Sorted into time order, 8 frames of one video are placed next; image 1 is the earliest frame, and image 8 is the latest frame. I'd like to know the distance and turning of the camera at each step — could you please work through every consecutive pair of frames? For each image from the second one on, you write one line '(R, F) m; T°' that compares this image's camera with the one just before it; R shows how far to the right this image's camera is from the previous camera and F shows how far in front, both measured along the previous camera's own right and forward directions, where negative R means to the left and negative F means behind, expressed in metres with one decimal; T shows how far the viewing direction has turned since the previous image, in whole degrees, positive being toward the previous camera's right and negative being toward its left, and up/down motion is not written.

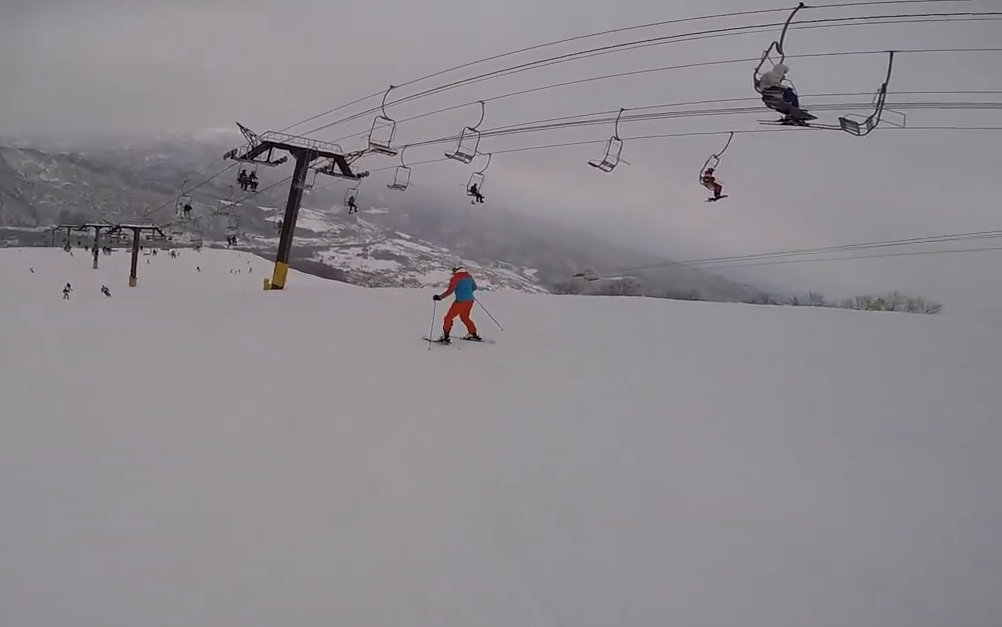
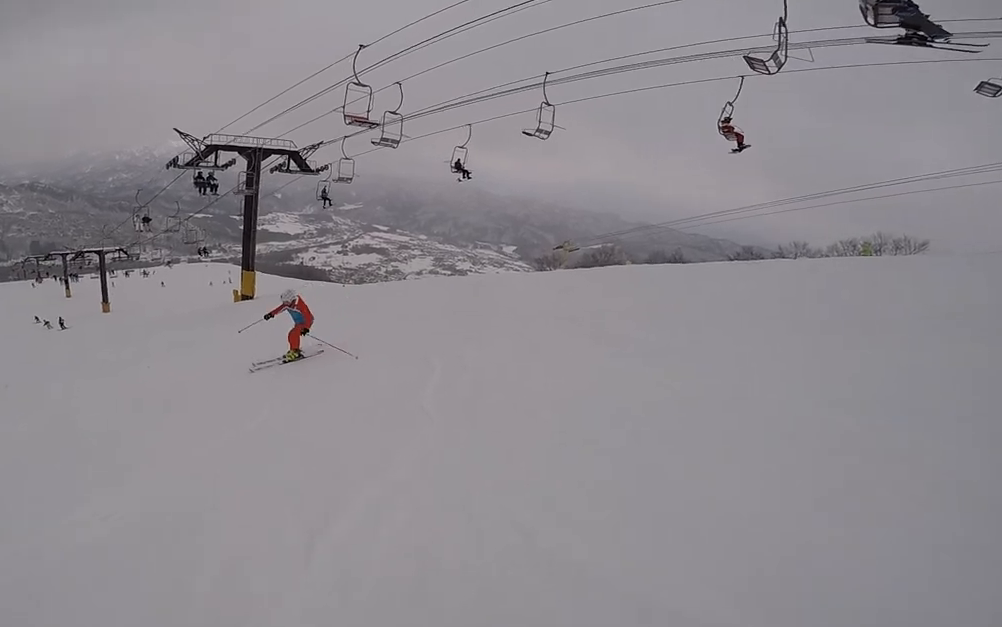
(0.0, +1.8) m; 0°
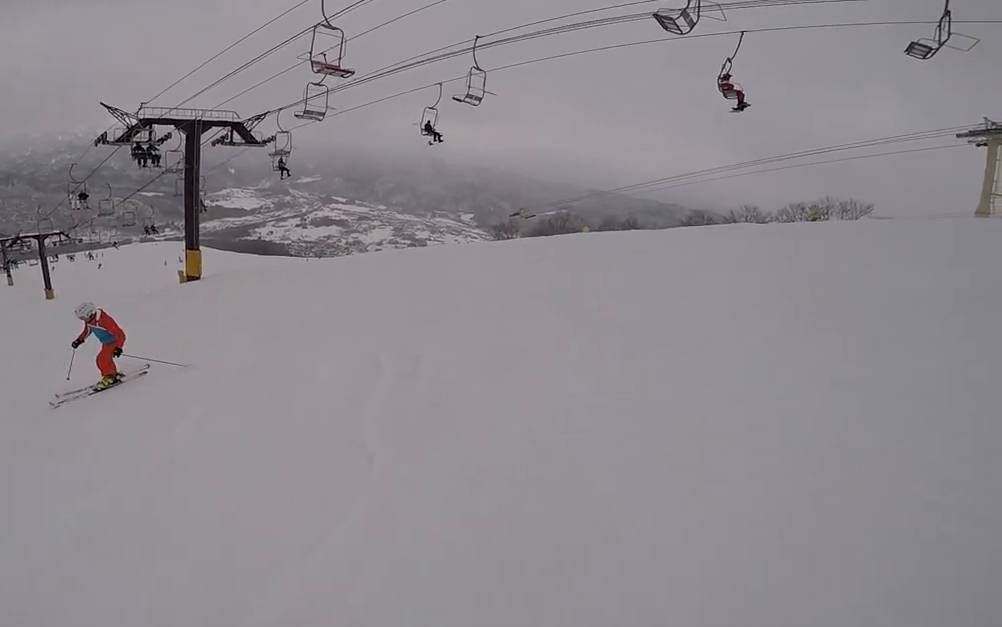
(0.0, +1.4) m; -2°
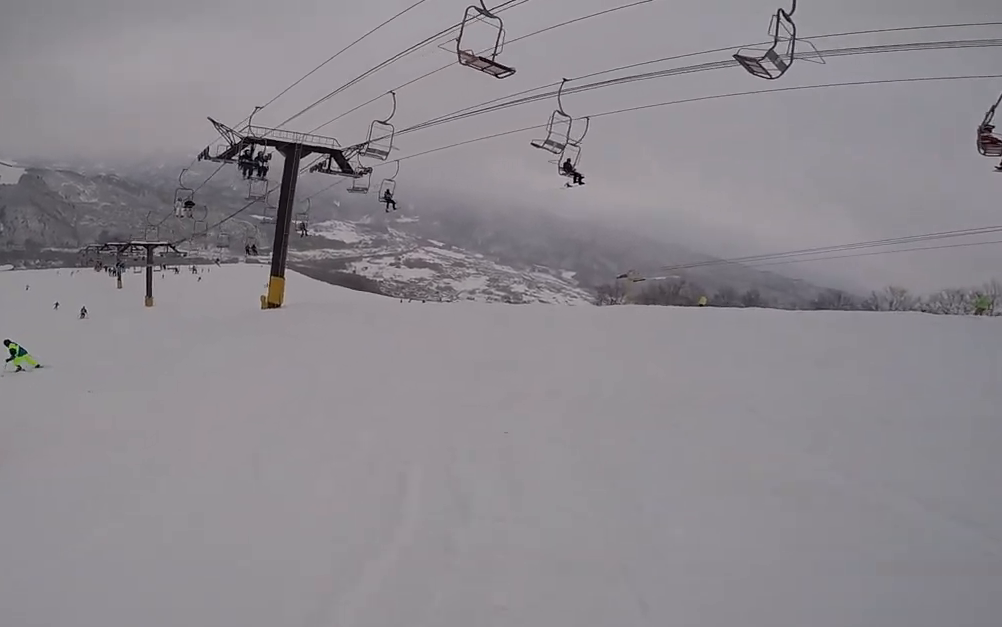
(0.0, +2.1) m; -11°
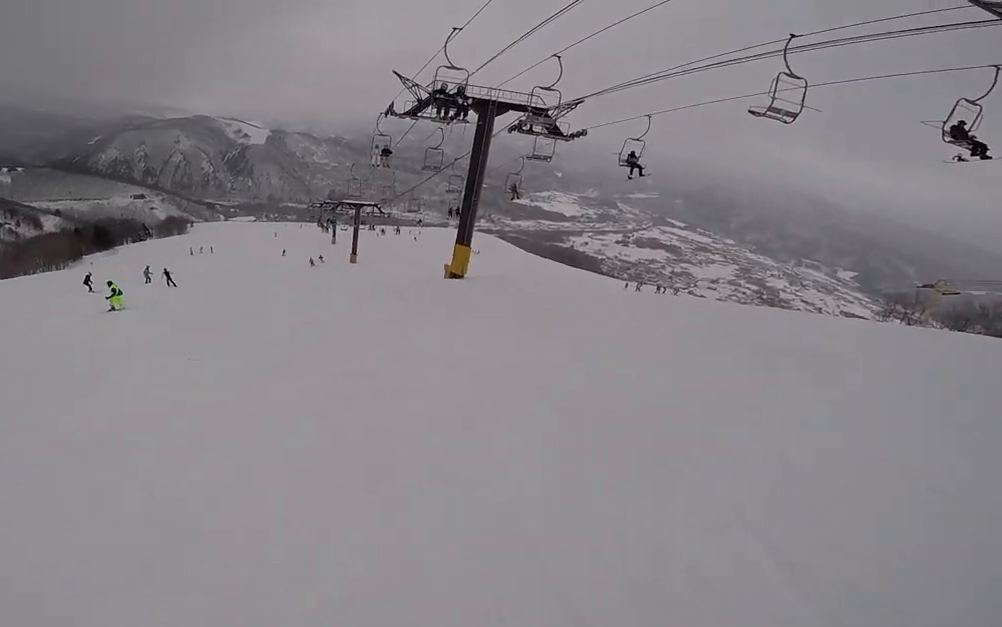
(-1.0, +3.3) m; -31°
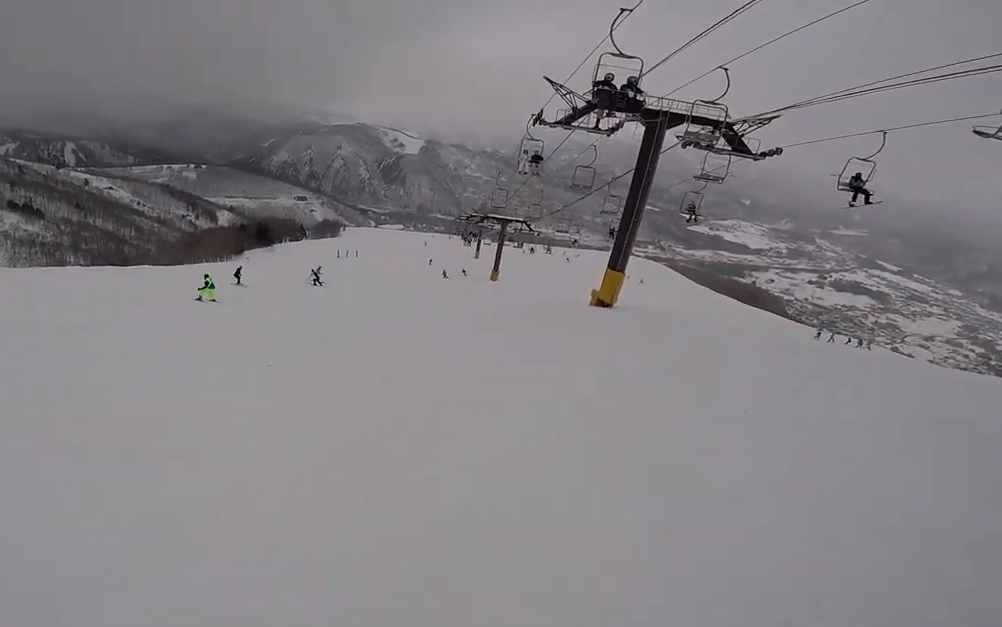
(-0.2, +1.7) m; -10°
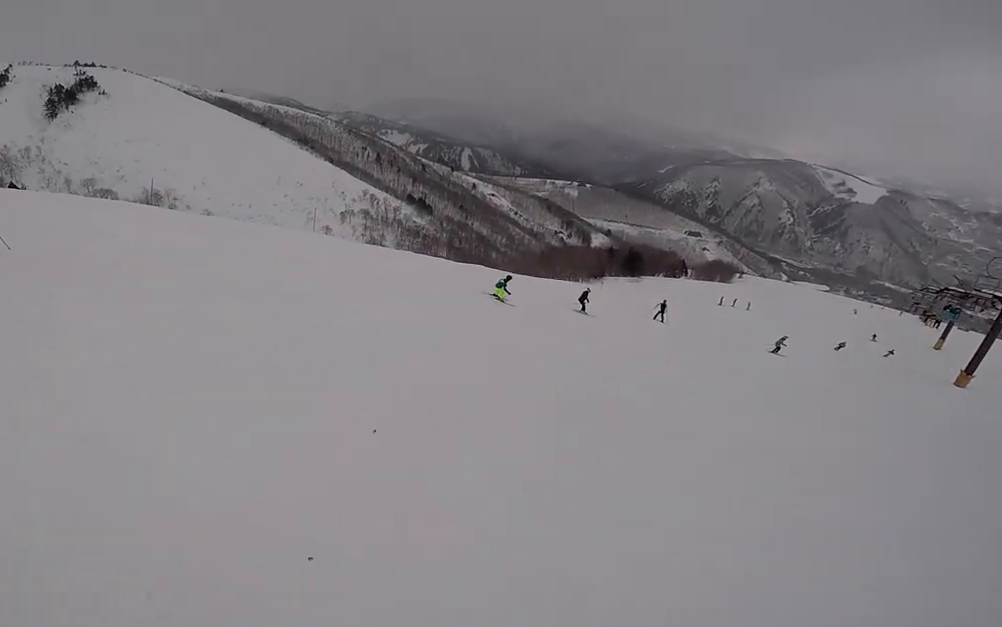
(-1.0, +4.3) m; -42°
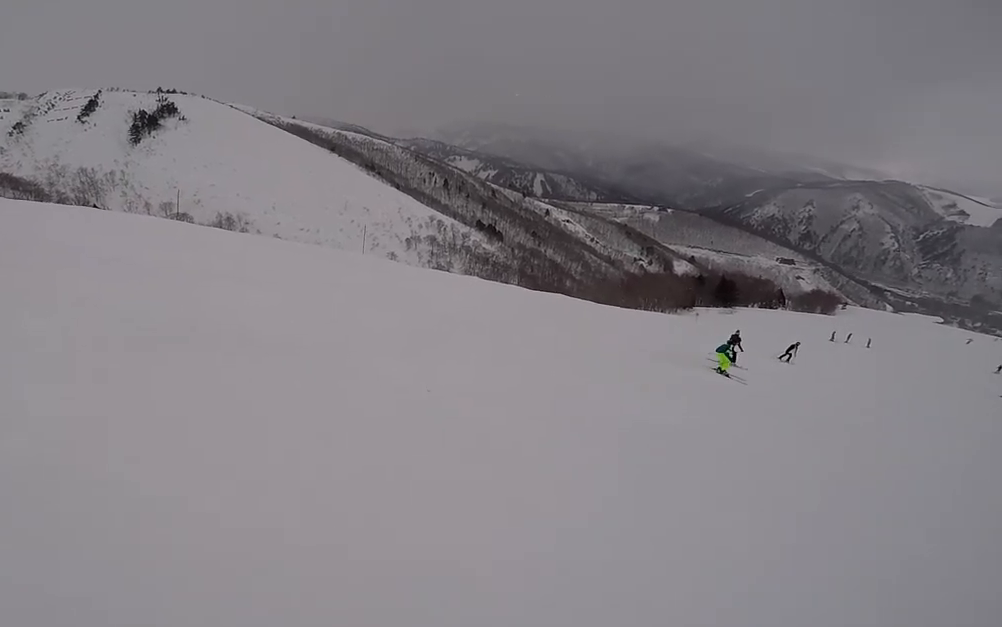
(-1.5, +3.8) m; -5°
